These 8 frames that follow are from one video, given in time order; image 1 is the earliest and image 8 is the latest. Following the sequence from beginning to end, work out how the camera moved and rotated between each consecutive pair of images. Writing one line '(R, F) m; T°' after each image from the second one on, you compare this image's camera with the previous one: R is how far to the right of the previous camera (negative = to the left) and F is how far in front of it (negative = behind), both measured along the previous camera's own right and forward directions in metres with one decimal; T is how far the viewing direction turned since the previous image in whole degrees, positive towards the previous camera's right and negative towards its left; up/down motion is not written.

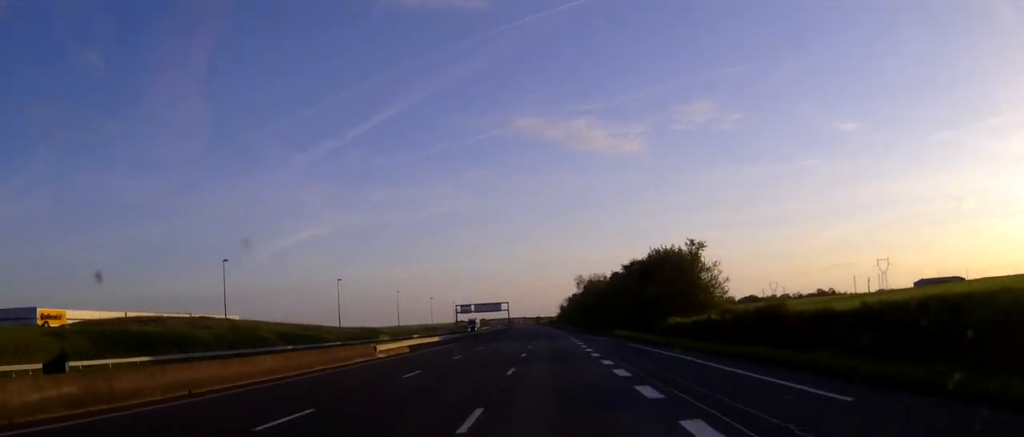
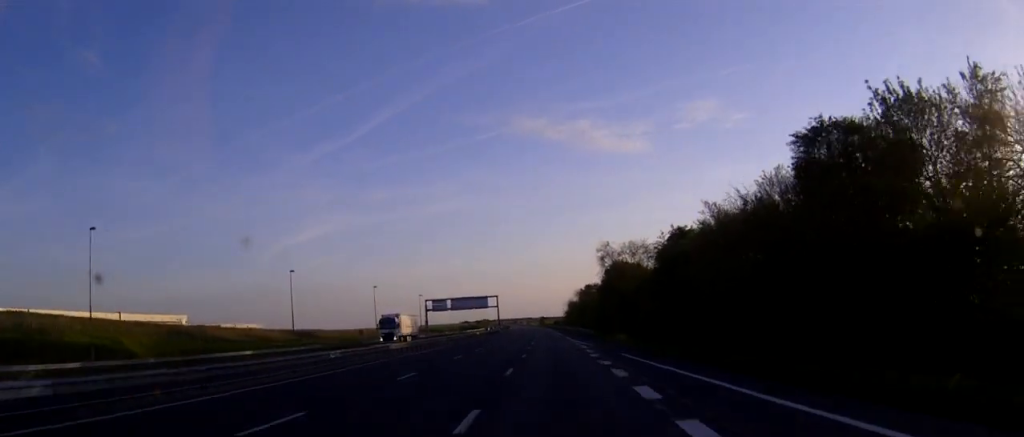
(-0.1, +65.7) m; 0°
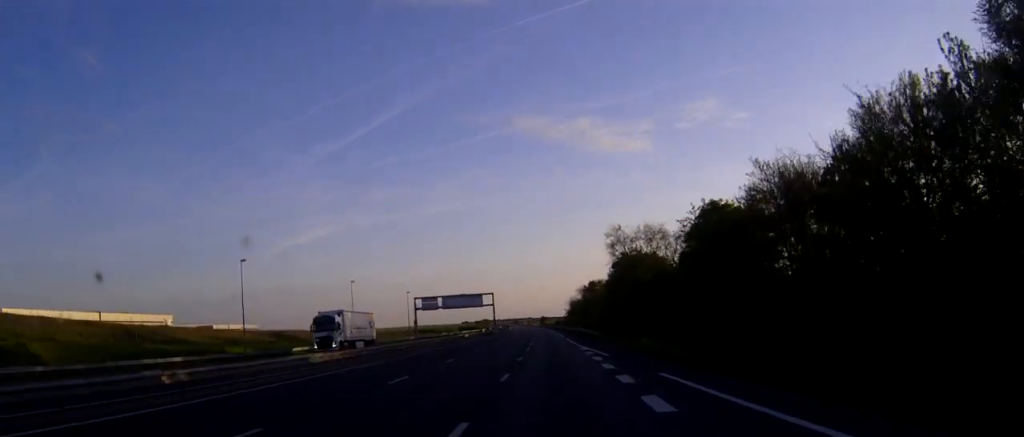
(0.0, +15.0) m; 0°
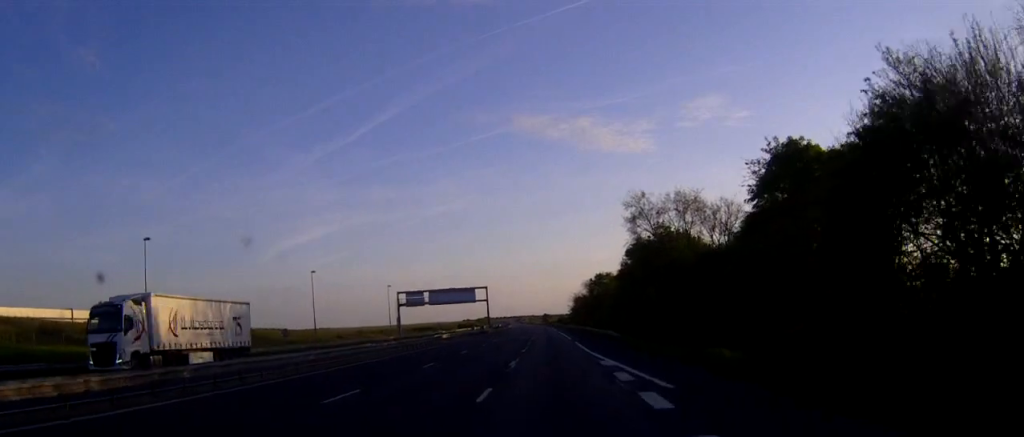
(0.0, +19.7) m; 0°
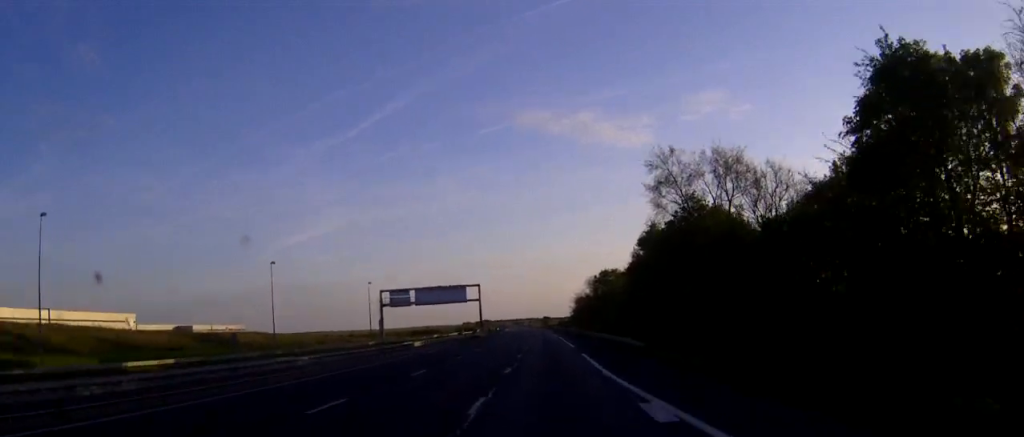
(0.0, +14.1) m; 0°
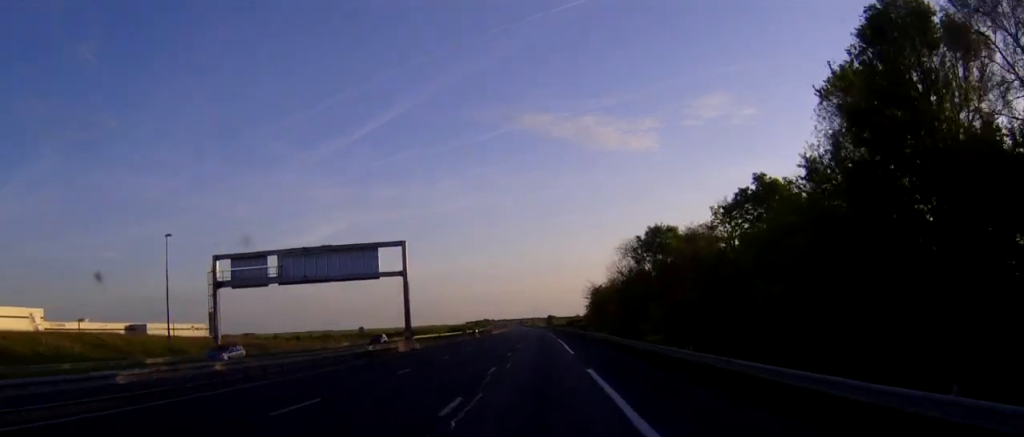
(-0.2, +66.2) m; 0°
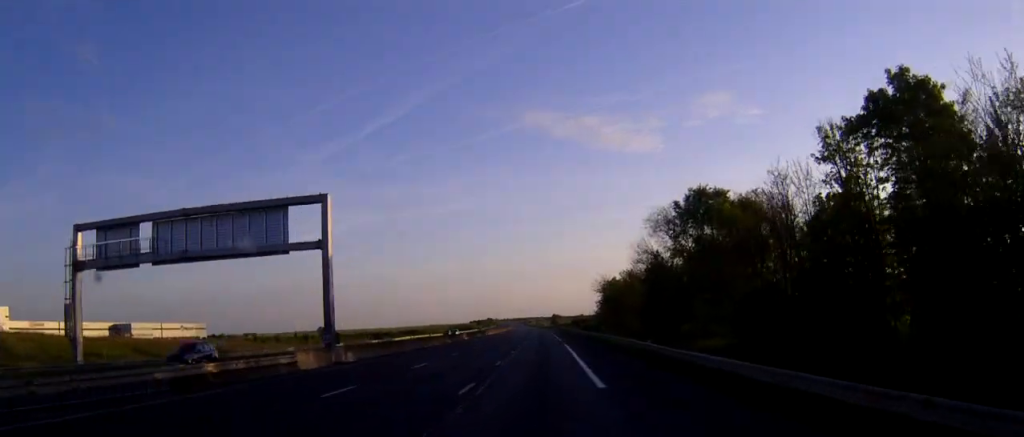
(0.0, +21.7) m; 0°
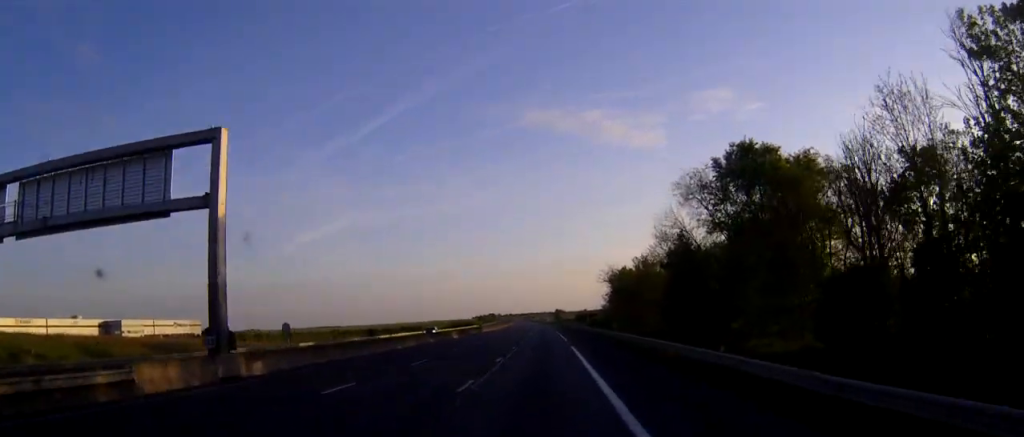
(0.0, +13.2) m; 0°
